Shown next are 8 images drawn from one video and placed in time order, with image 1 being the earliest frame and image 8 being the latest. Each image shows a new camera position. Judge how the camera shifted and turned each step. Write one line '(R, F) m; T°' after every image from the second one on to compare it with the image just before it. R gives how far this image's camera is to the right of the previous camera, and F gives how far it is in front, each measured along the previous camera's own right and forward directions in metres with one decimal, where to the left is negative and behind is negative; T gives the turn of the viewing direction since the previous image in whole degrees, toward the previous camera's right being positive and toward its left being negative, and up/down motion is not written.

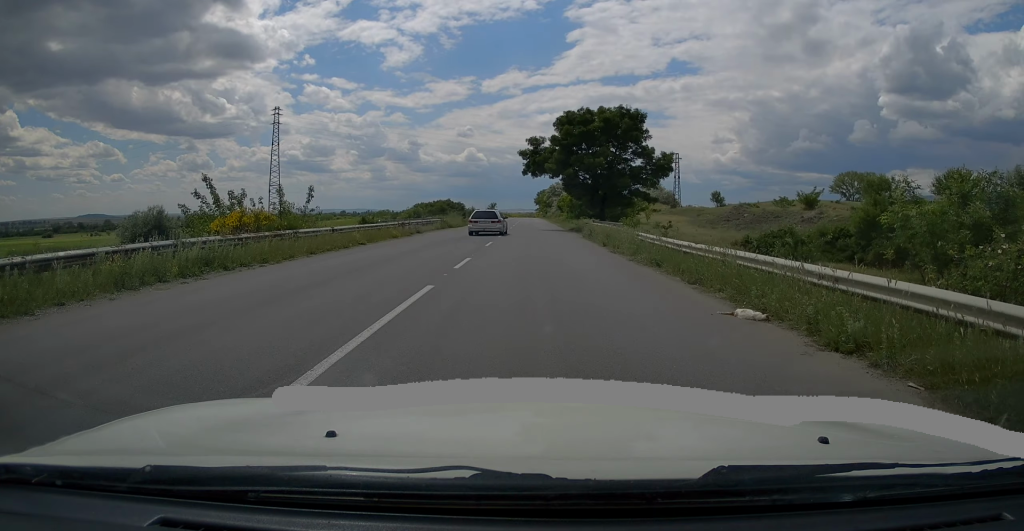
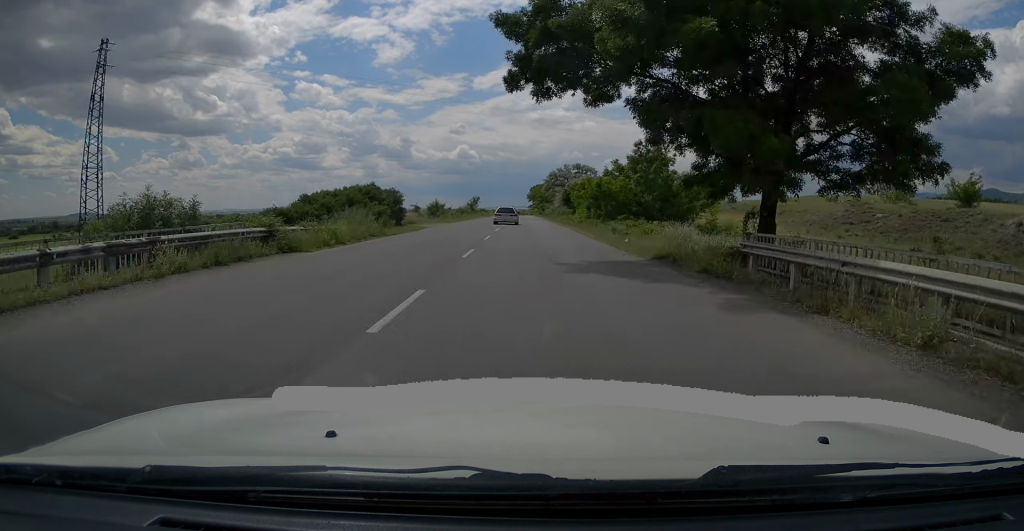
(+0.7, +33.9) m; +1°
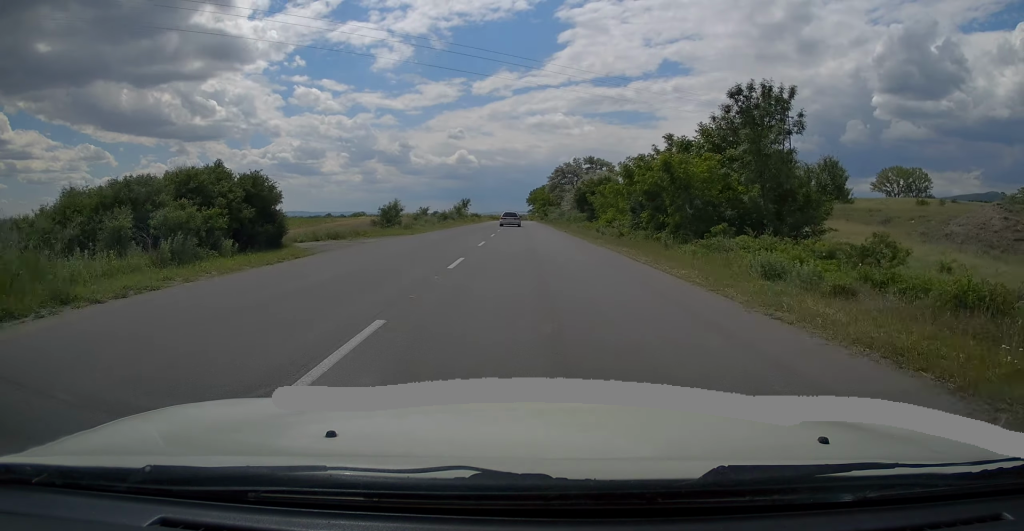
(0.0, +20.1) m; 0°
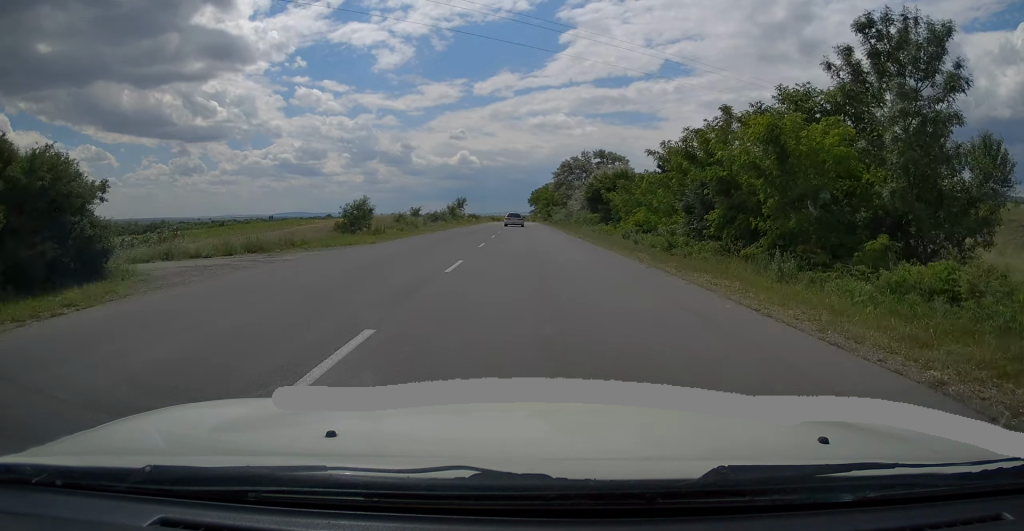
(0.0, +9.4) m; 0°
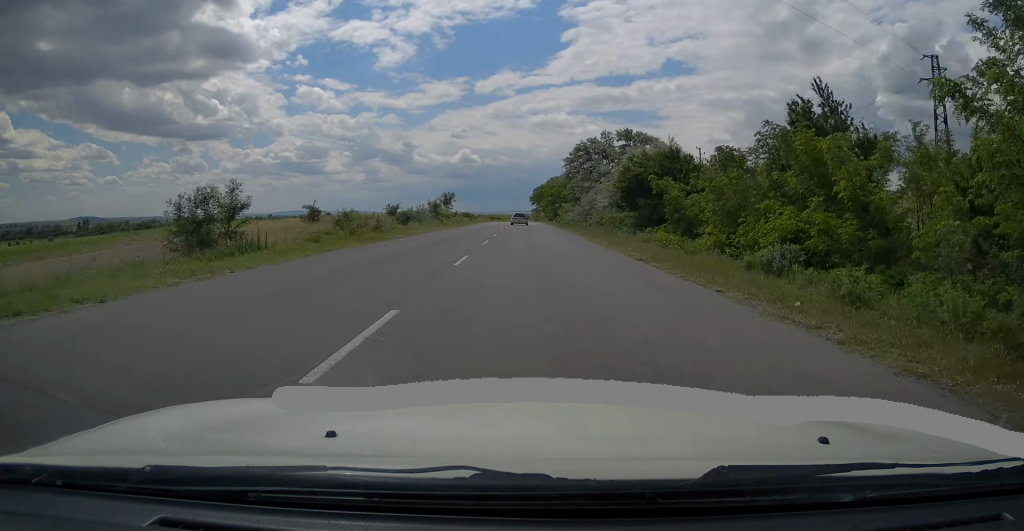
(0.0, +16.8) m; 0°
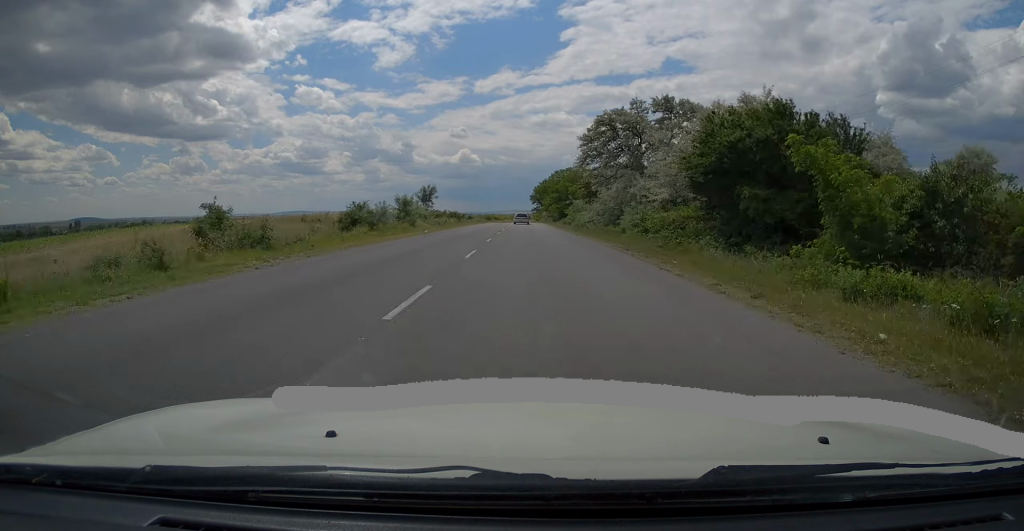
(0.0, +15.5) m; 0°
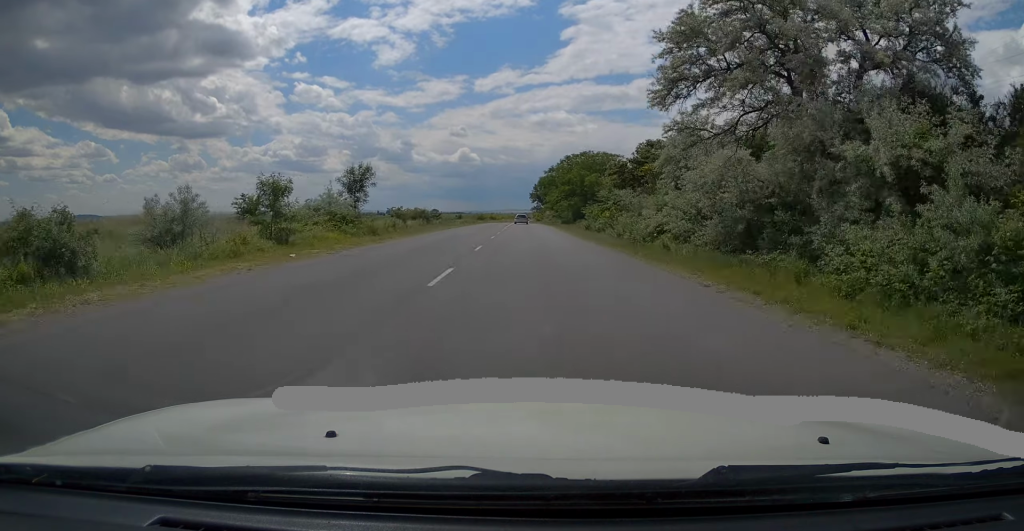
(0.0, +23.9) m; 0°
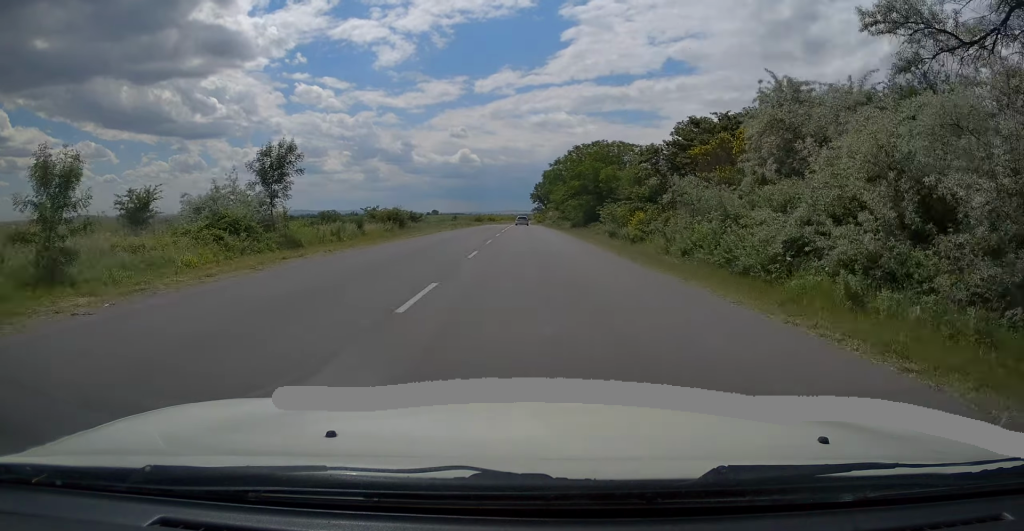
(+0.1, +11.3) m; 0°
